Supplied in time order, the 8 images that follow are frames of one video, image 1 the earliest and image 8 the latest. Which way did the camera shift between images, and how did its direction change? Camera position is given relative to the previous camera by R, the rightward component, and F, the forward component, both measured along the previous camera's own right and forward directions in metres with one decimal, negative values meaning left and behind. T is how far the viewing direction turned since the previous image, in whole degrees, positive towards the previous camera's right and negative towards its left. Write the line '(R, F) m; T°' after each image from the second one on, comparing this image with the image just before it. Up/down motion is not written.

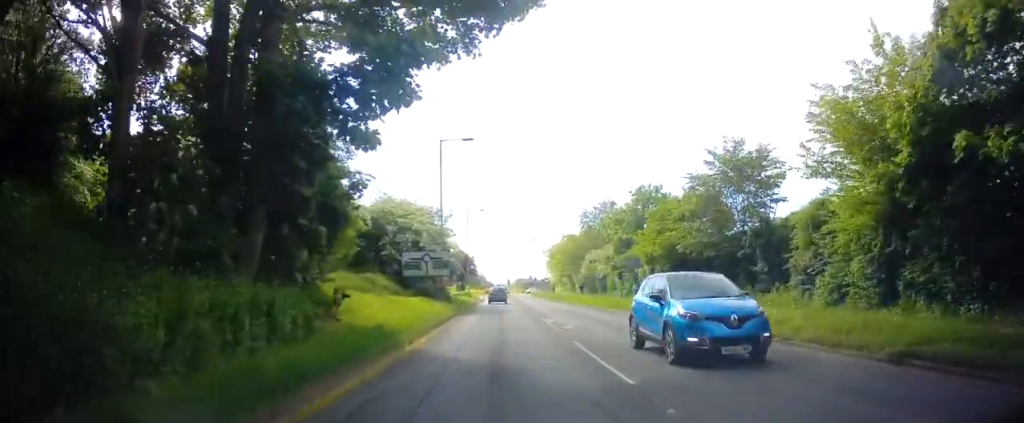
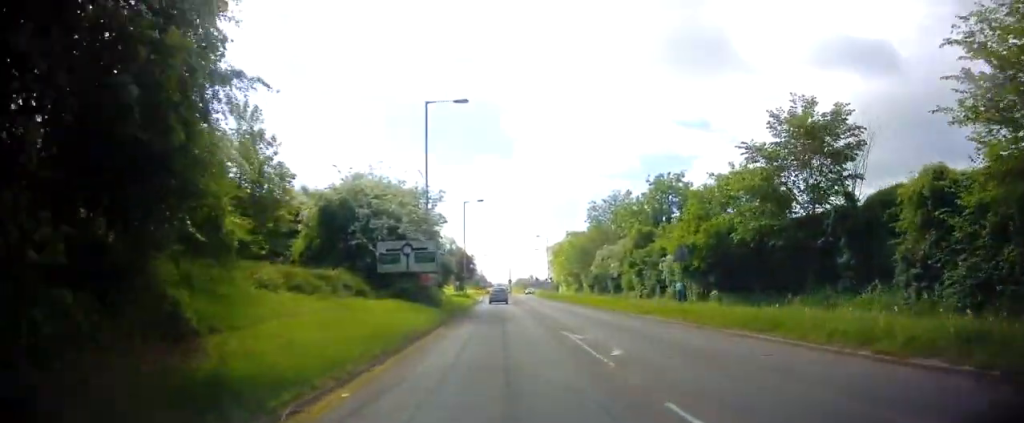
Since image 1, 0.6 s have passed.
(0.0, +7.4) m; 0°
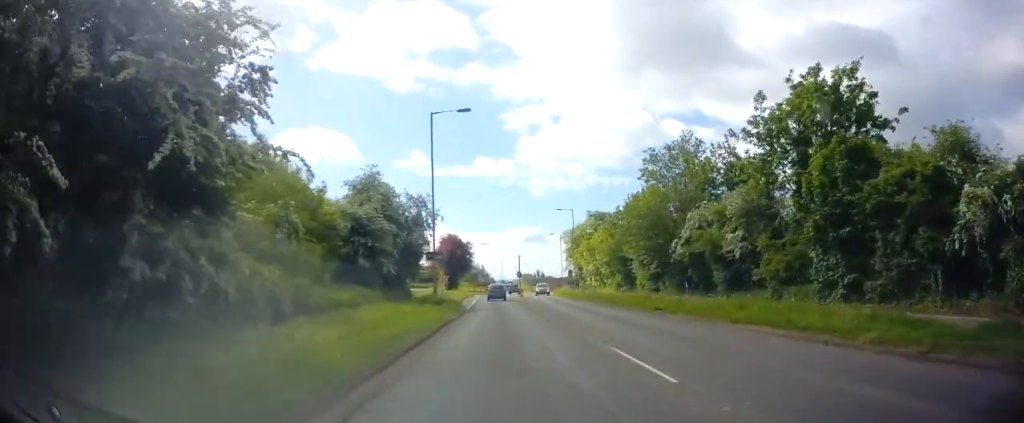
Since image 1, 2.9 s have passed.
(-0.4, +29.1) m; -1°
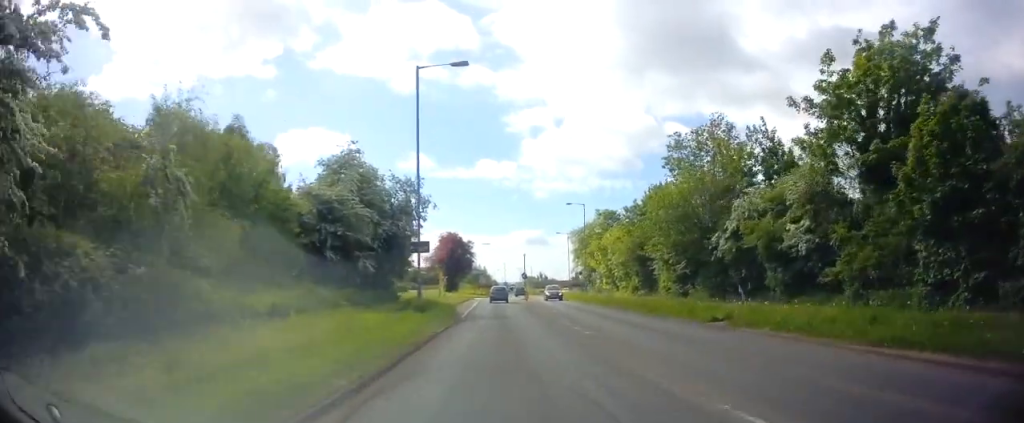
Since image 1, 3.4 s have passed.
(+0.1, +6.4) m; -1°
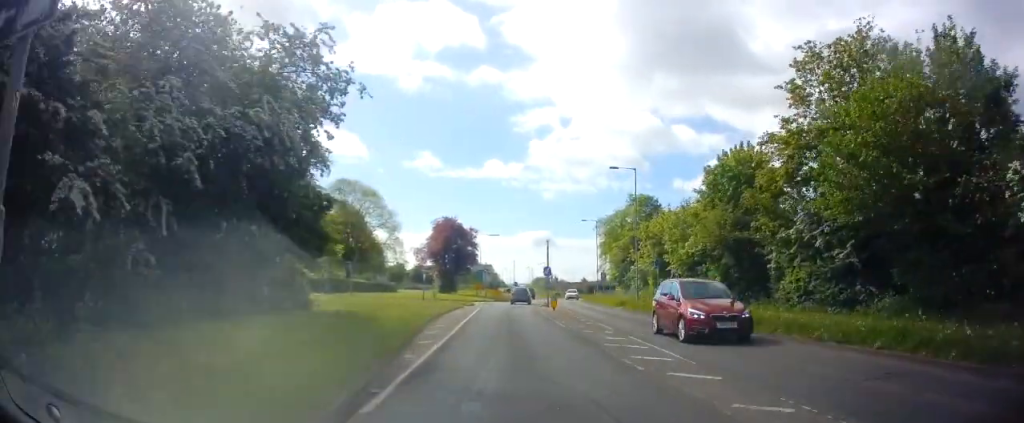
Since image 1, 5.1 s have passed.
(-0.5, +19.0) m; 0°
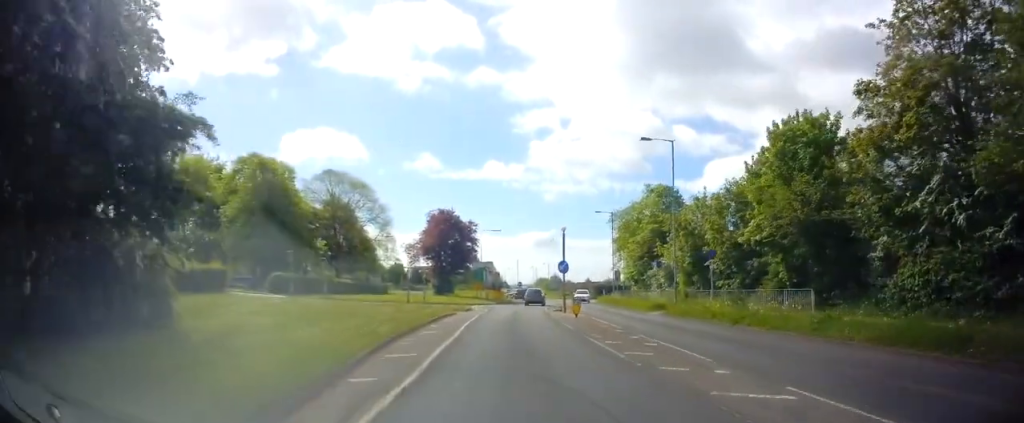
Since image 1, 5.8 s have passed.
(+0.1, +8.6) m; +1°
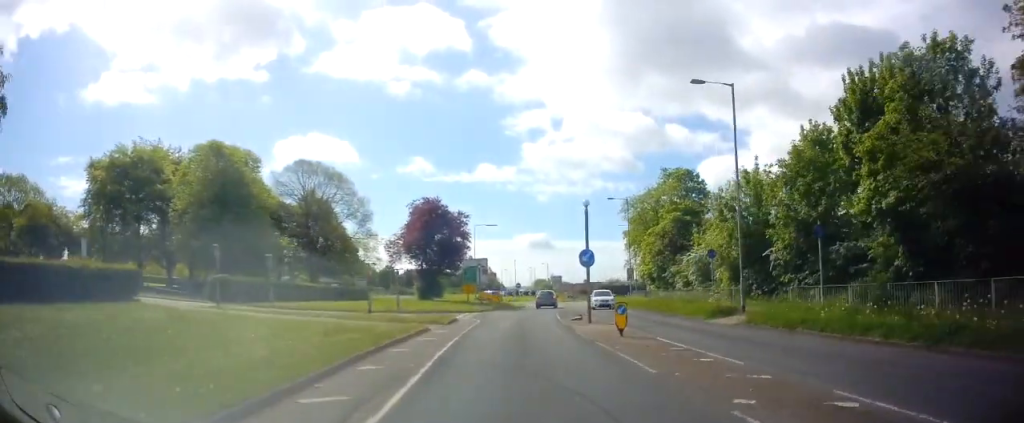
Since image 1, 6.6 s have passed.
(+0.1, +9.8) m; 0°
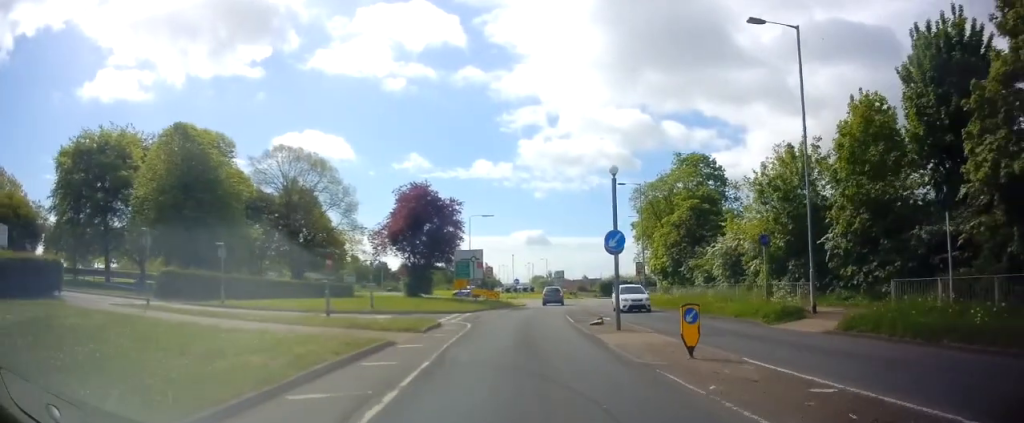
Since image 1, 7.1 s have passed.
(0.0, +5.9) m; -1°
